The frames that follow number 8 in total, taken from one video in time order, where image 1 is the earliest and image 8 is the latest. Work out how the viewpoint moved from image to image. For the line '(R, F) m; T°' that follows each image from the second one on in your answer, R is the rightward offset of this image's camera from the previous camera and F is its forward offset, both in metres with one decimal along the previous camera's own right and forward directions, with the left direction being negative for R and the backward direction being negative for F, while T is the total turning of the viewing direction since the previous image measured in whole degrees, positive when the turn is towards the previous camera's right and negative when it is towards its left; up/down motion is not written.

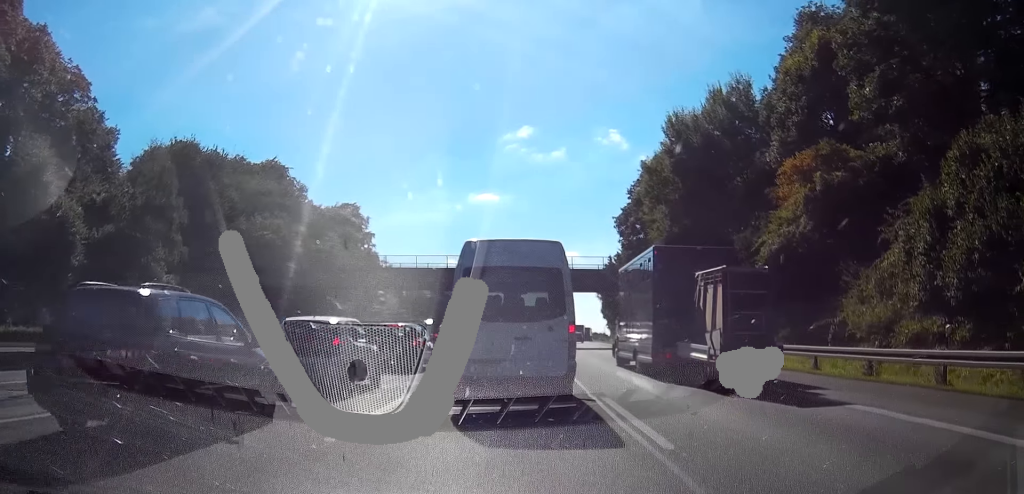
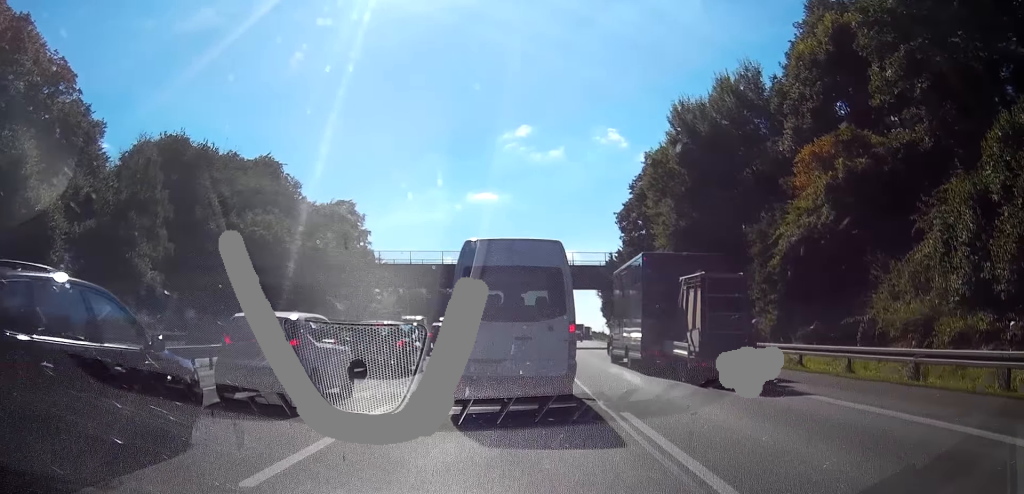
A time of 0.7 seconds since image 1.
(0.0, +2.1) m; +2°
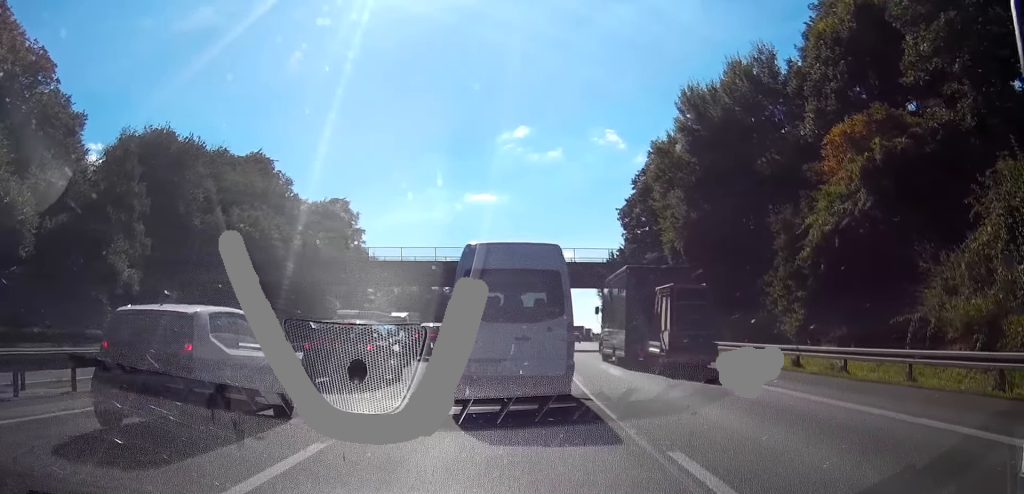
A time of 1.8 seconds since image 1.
(+0.1, +3.5) m; +1°
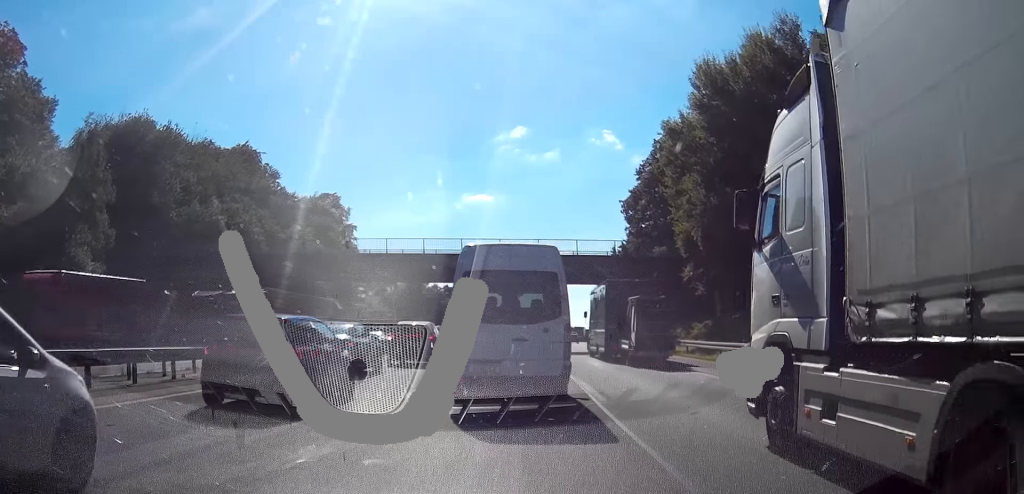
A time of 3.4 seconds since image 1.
(0.0, +5.2) m; 0°
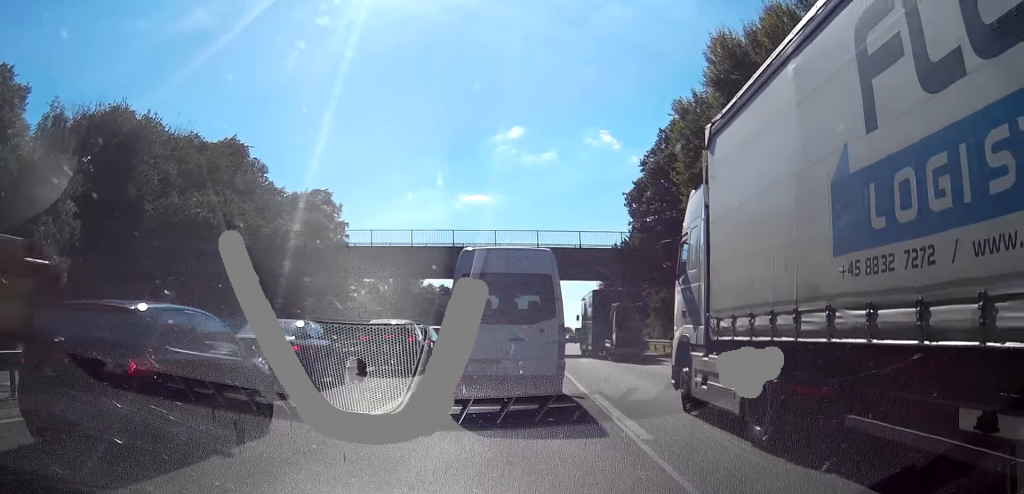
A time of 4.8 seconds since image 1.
(0.0, +4.6) m; 0°
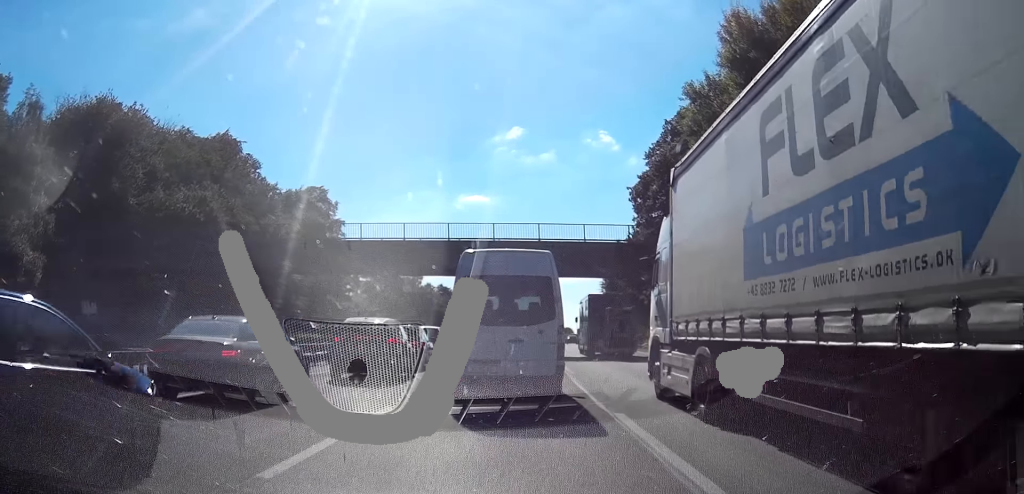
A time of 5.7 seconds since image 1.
(0.0, +3.2) m; -1°
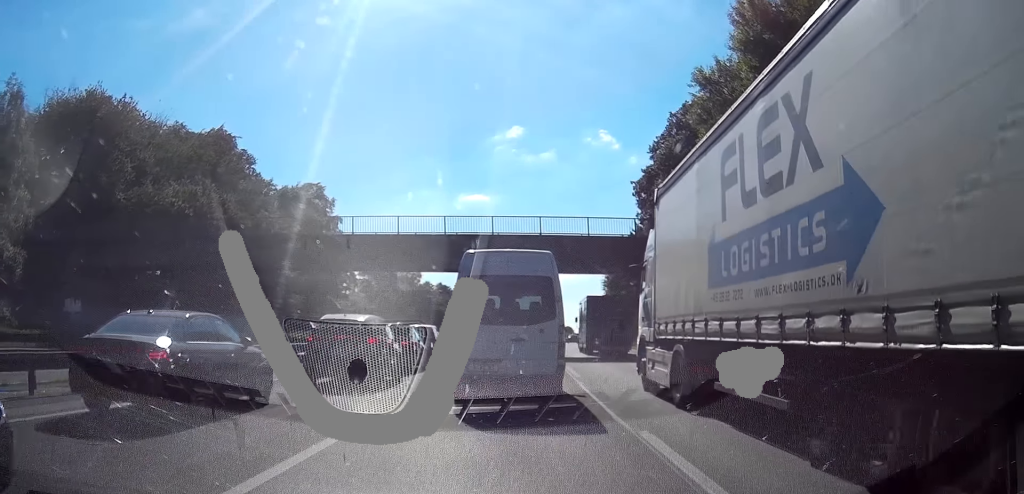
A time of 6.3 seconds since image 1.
(0.0, +2.4) m; -1°
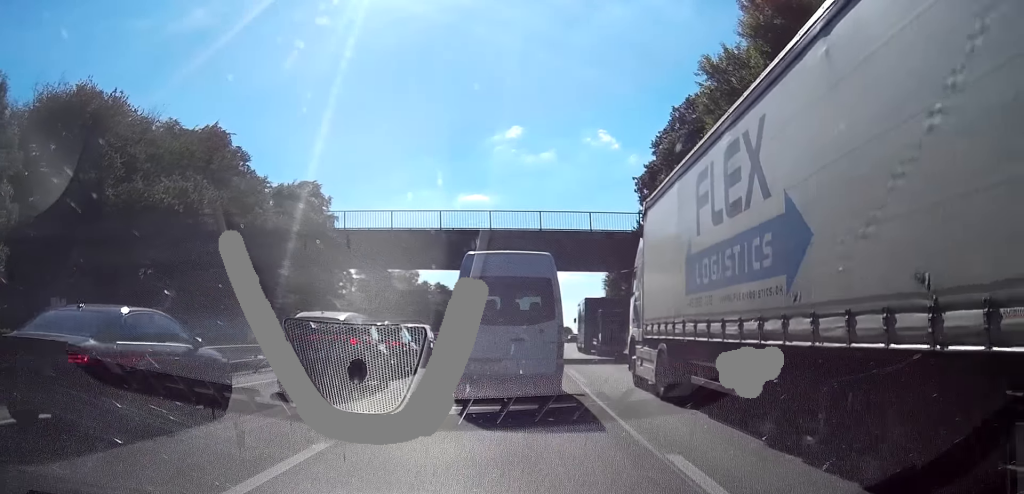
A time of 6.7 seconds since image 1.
(0.0, +2.1) m; +1°
